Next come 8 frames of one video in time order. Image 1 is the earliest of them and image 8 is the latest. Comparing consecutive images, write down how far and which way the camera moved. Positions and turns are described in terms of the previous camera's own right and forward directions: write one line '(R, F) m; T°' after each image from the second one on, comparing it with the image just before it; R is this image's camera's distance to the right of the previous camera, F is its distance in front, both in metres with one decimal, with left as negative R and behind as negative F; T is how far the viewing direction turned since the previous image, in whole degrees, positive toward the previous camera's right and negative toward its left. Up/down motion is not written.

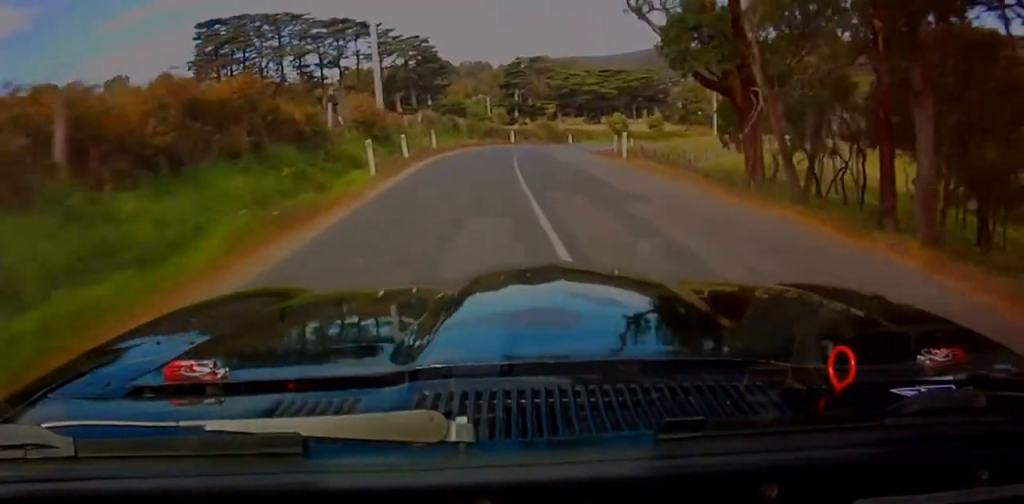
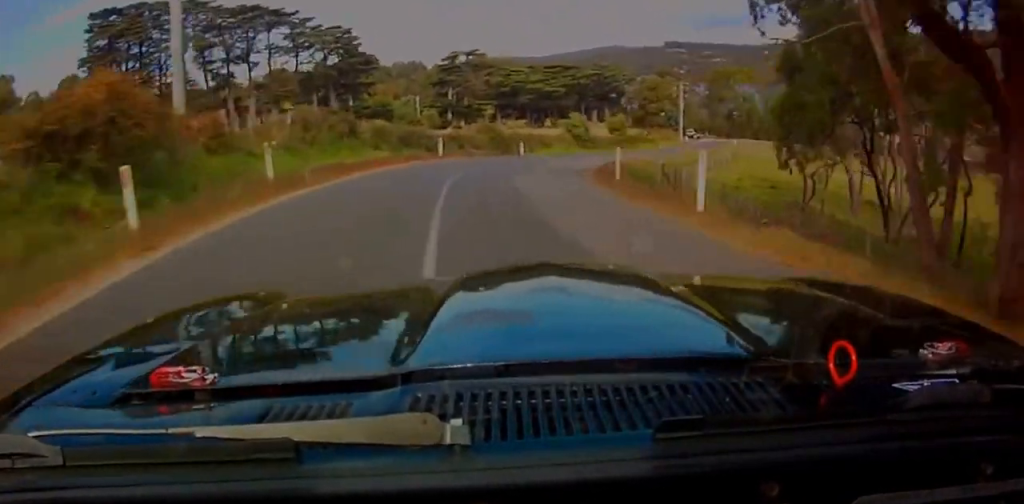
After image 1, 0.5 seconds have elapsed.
(0.0, +15.3) m; +3°
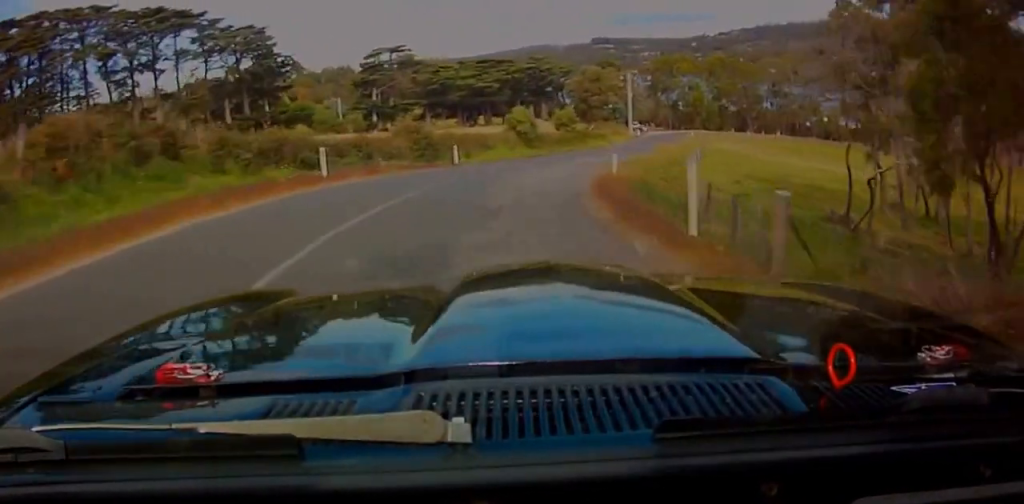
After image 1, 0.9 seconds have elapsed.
(-0.6, +12.8) m; +7°
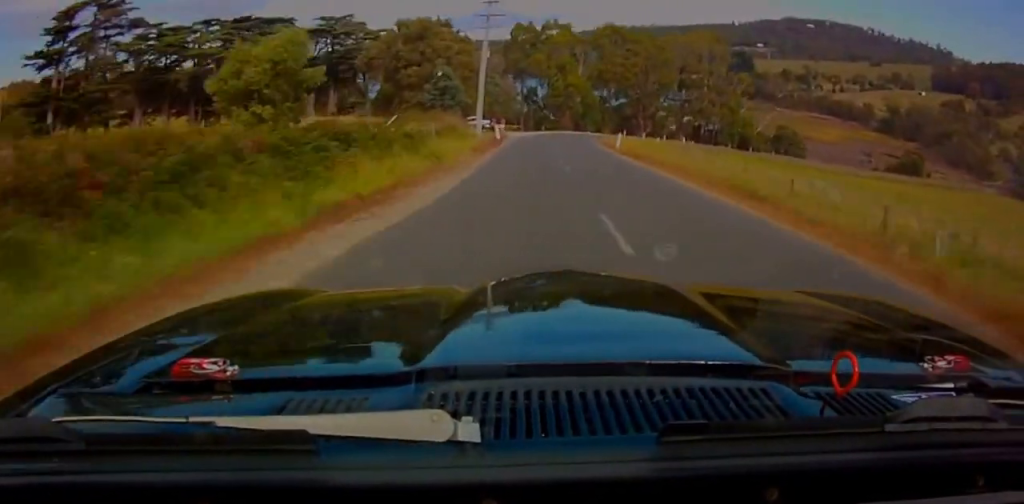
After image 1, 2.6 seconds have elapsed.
(+11.7, +48.5) m; +20°
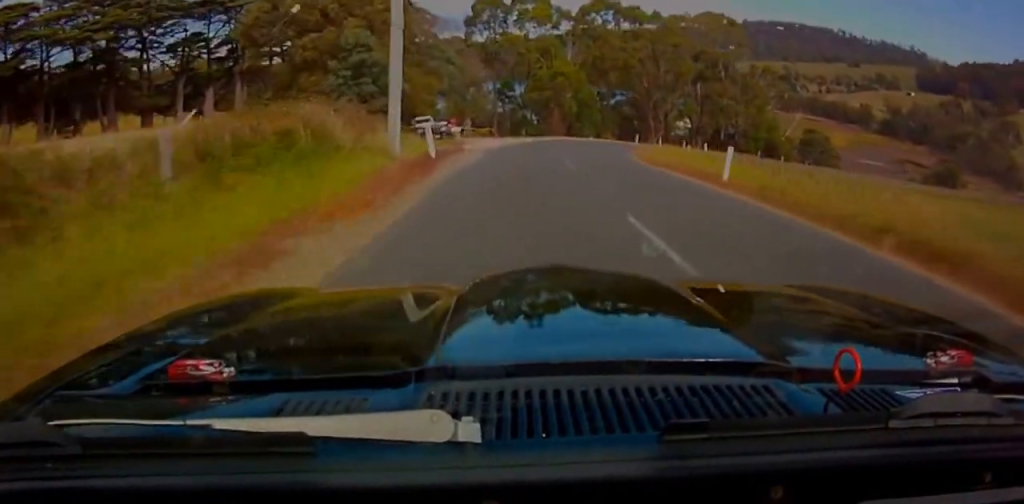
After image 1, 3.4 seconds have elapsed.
(0.0, +24.8) m; 0°
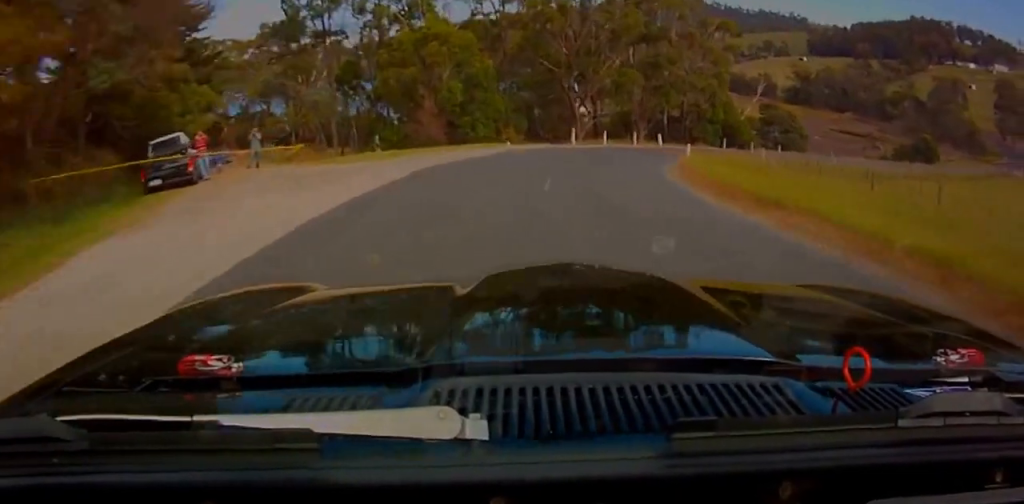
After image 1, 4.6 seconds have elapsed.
(0.0, +30.9) m; +8°
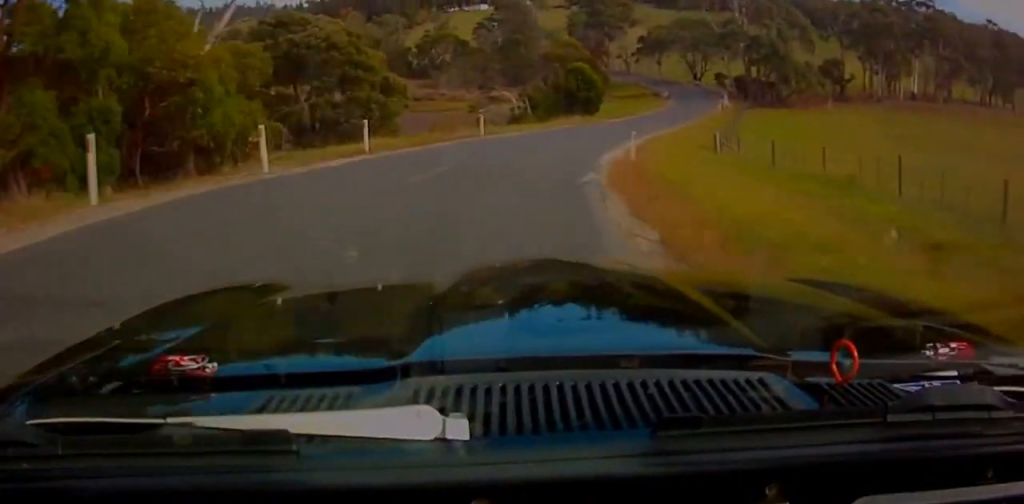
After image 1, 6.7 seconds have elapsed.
(+26.6, +45.5) m; +48°
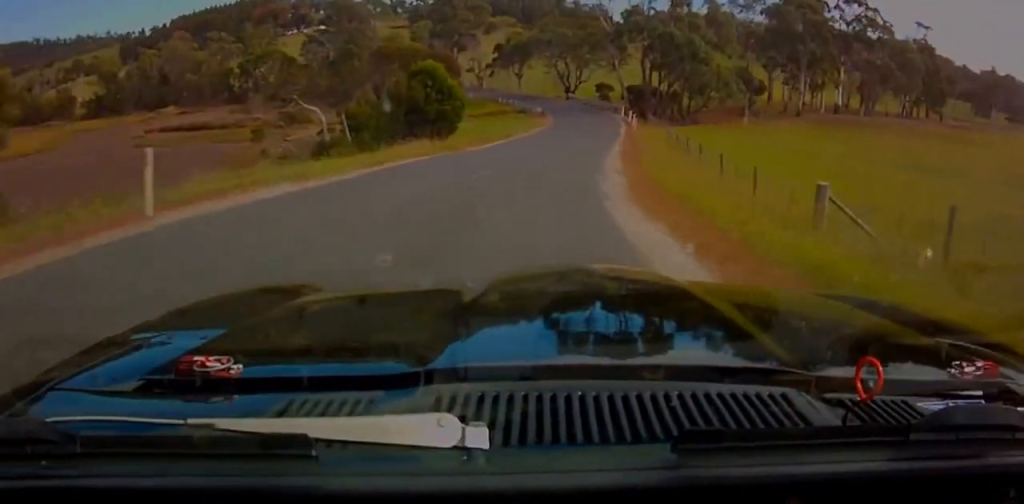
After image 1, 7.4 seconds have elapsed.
(0.0, +21.5) m; 0°
